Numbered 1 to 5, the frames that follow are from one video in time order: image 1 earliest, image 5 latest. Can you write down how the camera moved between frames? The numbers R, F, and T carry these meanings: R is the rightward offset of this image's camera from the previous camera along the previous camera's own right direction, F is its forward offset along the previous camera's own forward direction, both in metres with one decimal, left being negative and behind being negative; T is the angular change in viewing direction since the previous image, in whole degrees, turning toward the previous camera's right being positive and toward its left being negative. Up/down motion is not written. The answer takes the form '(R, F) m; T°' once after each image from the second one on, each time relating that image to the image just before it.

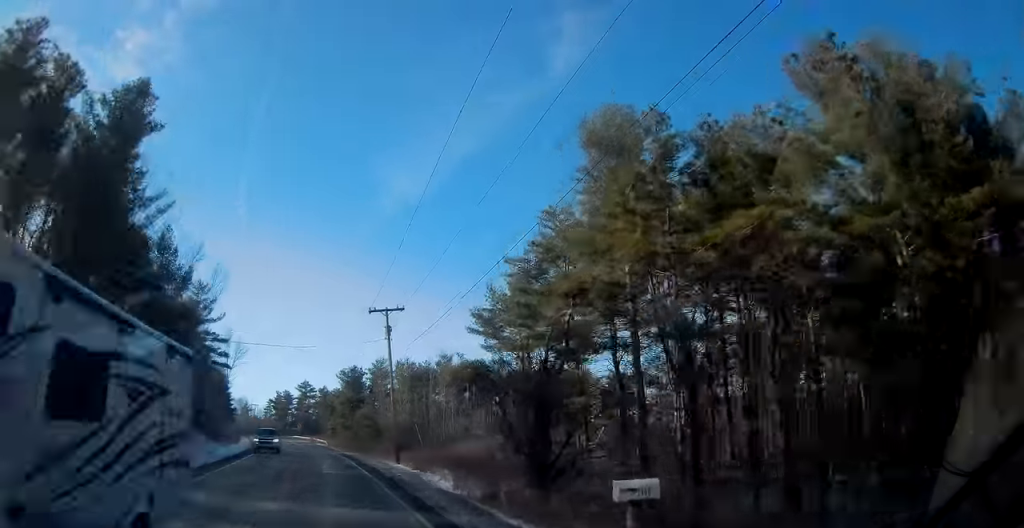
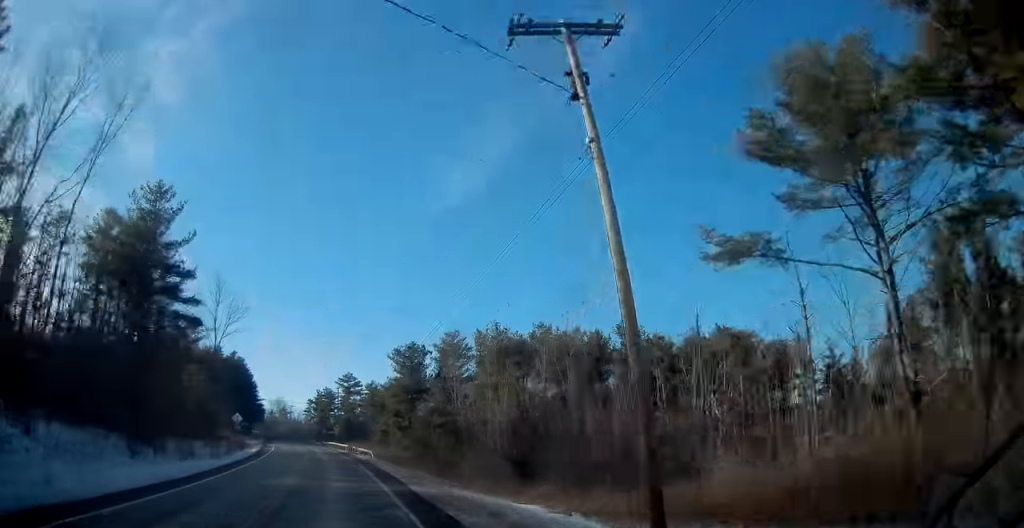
(-1.0, +28.6) m; -5°
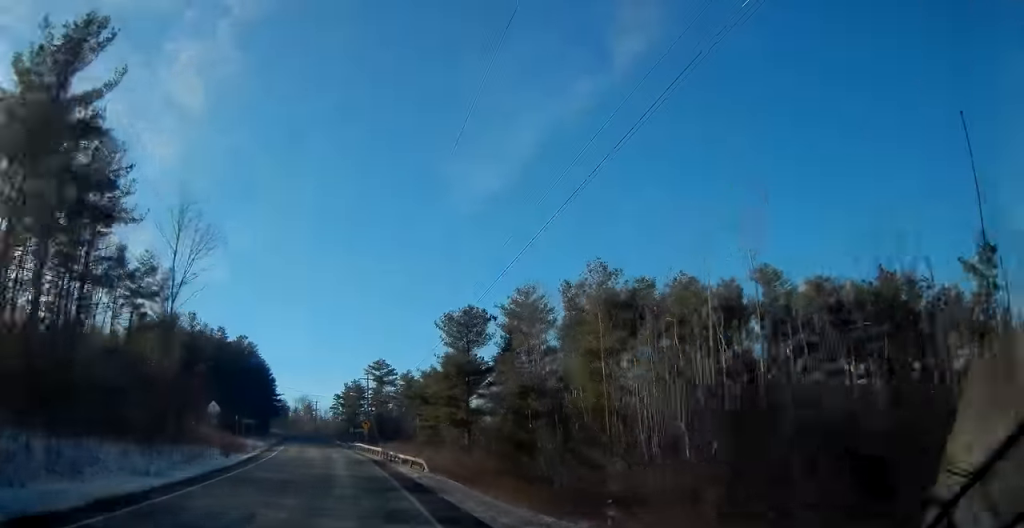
(-0.6, +18.9) m; -3°
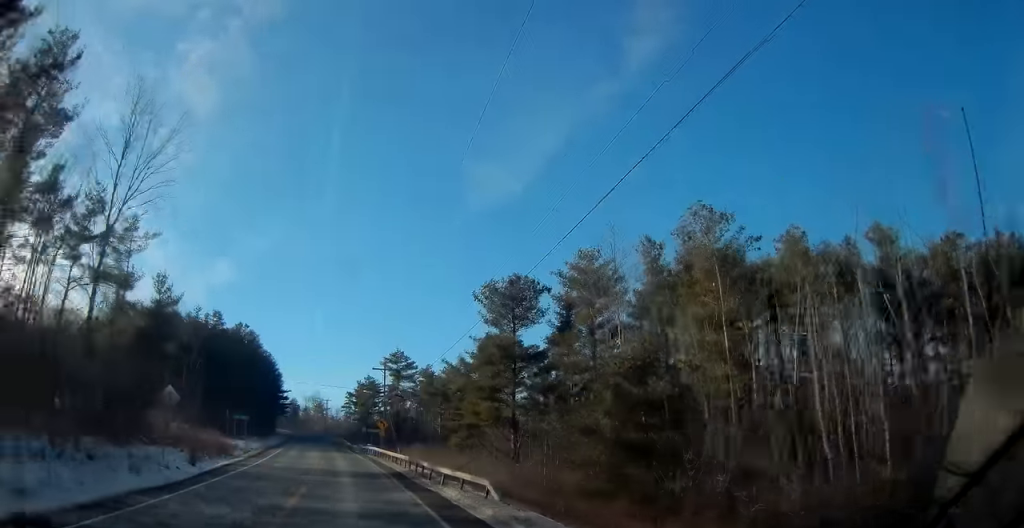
(-0.1, +11.0) m; -2°
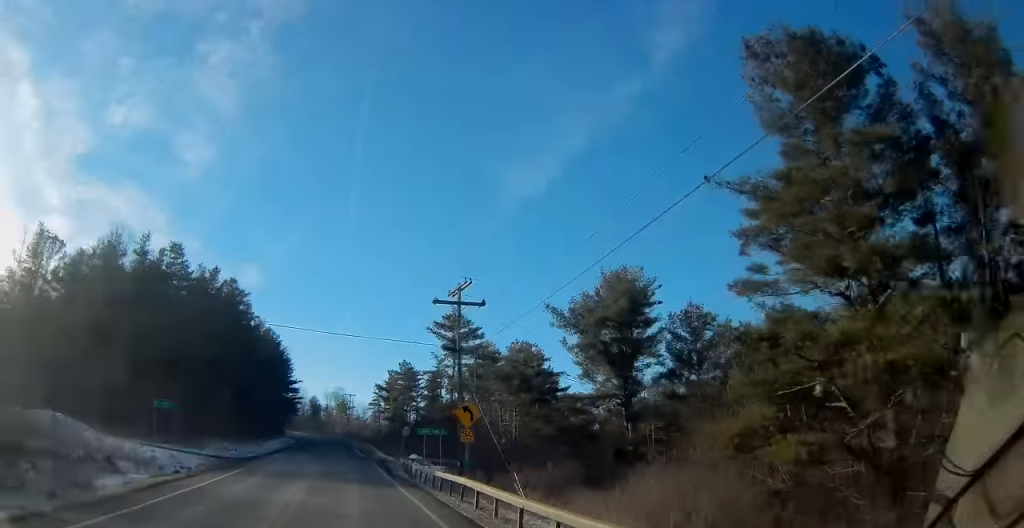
(-0.9, +28.9) m; -3°
